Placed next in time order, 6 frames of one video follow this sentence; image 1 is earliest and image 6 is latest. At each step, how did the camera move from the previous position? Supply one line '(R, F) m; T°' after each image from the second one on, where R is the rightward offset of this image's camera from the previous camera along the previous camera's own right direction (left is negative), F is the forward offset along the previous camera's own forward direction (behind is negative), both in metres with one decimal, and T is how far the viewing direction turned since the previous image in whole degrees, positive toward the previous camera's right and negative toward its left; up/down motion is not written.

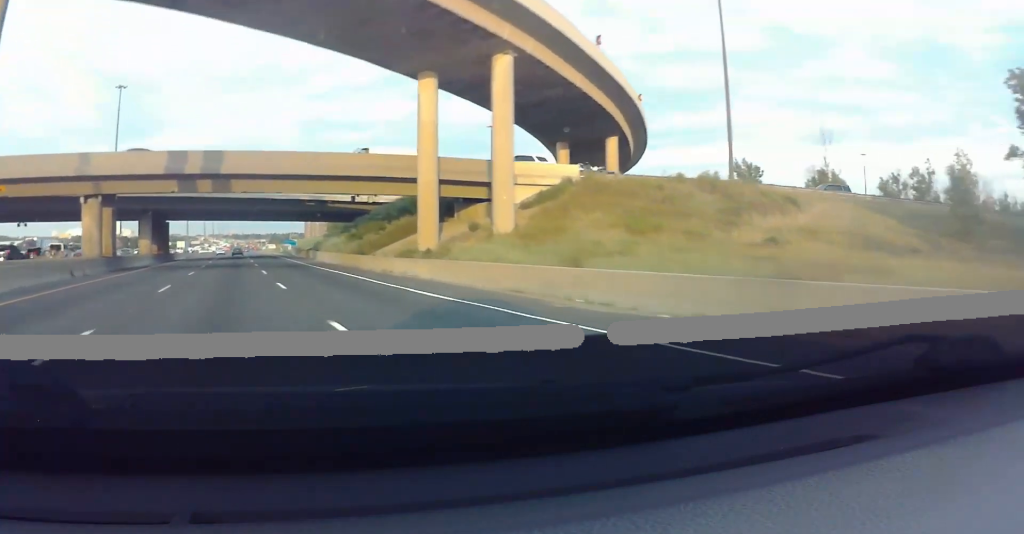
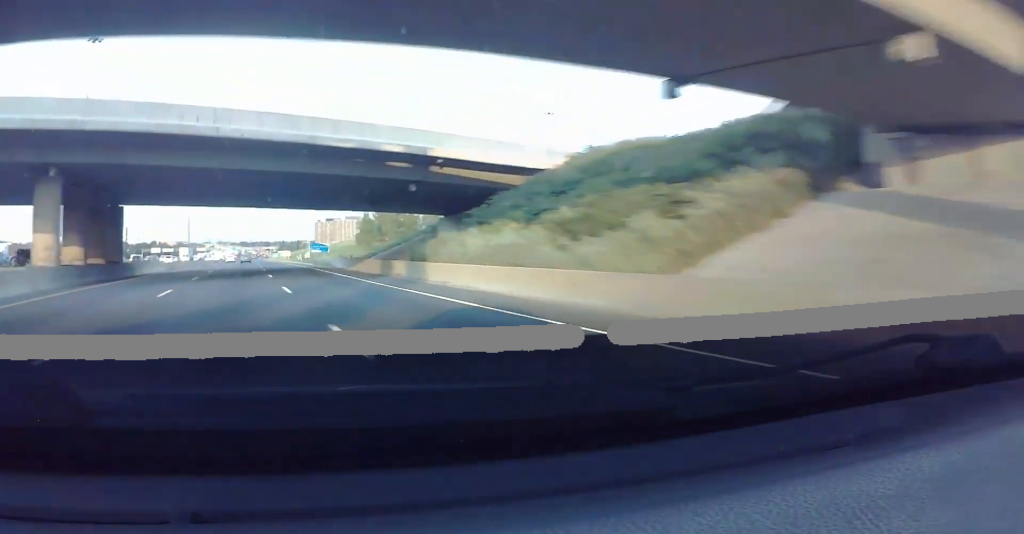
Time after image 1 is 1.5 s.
(-0.6, +38.9) m; -1°
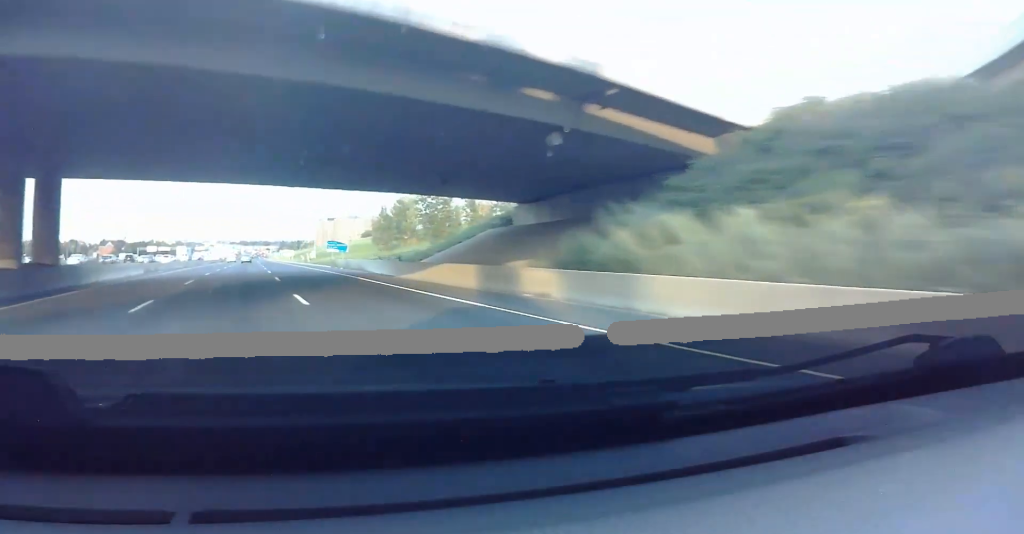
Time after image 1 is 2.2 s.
(0.0, +17.3) m; 0°
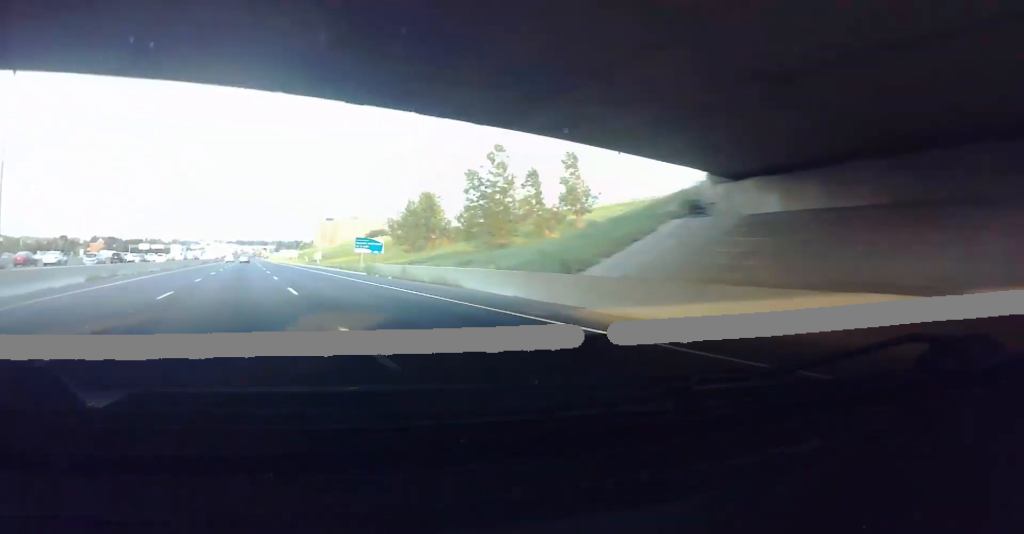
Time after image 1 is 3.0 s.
(0.0, +20.6) m; 0°
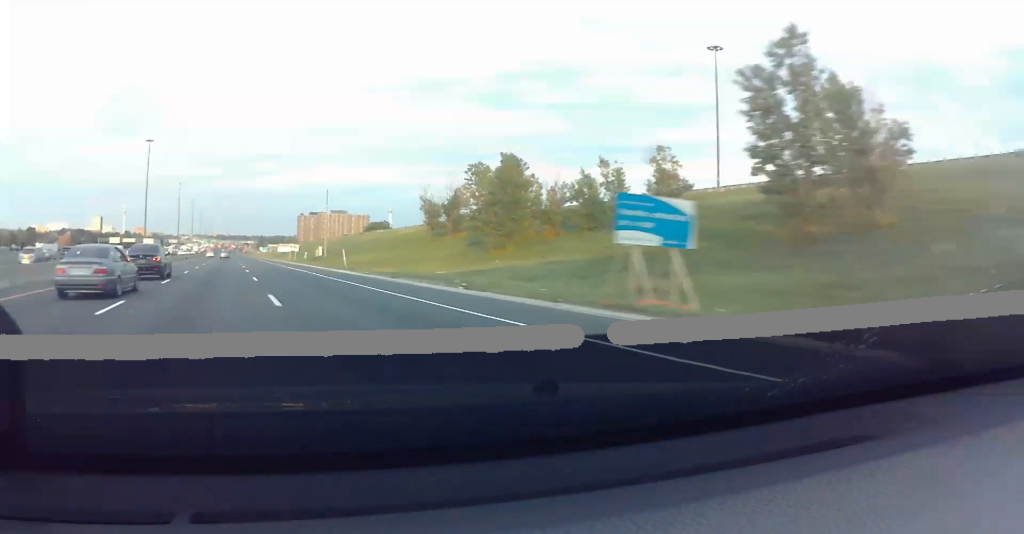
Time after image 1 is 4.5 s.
(0.0, +41.7) m; +1°
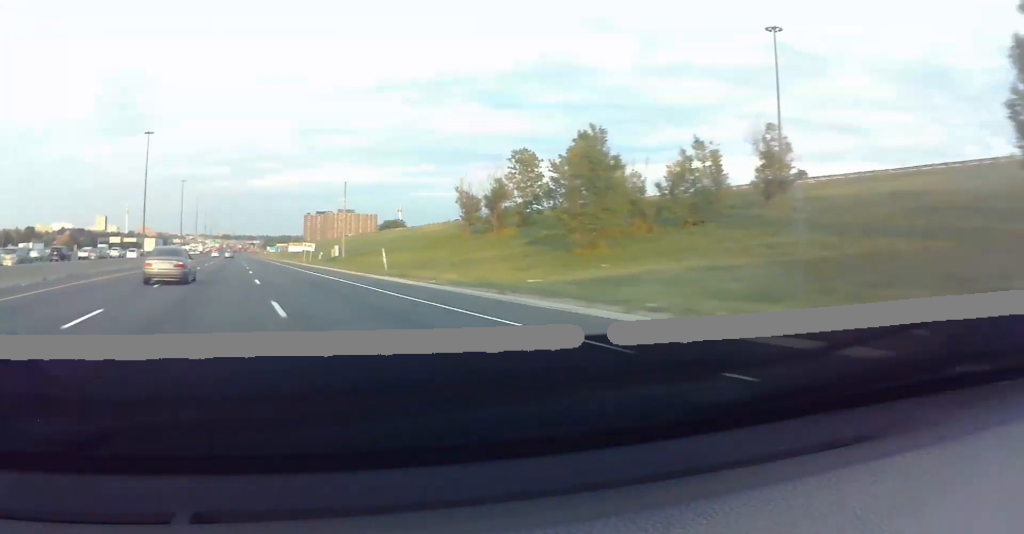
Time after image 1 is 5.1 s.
(+0.1, +15.2) m; +1°
